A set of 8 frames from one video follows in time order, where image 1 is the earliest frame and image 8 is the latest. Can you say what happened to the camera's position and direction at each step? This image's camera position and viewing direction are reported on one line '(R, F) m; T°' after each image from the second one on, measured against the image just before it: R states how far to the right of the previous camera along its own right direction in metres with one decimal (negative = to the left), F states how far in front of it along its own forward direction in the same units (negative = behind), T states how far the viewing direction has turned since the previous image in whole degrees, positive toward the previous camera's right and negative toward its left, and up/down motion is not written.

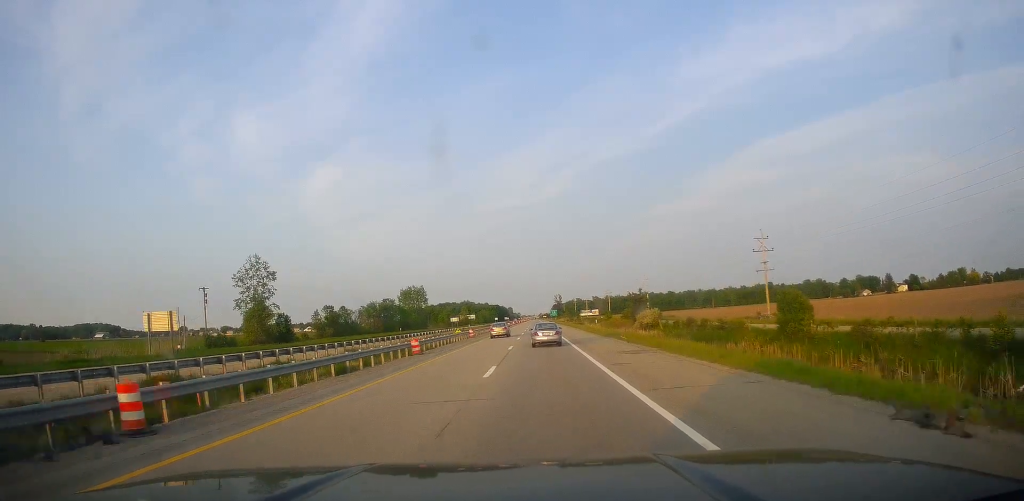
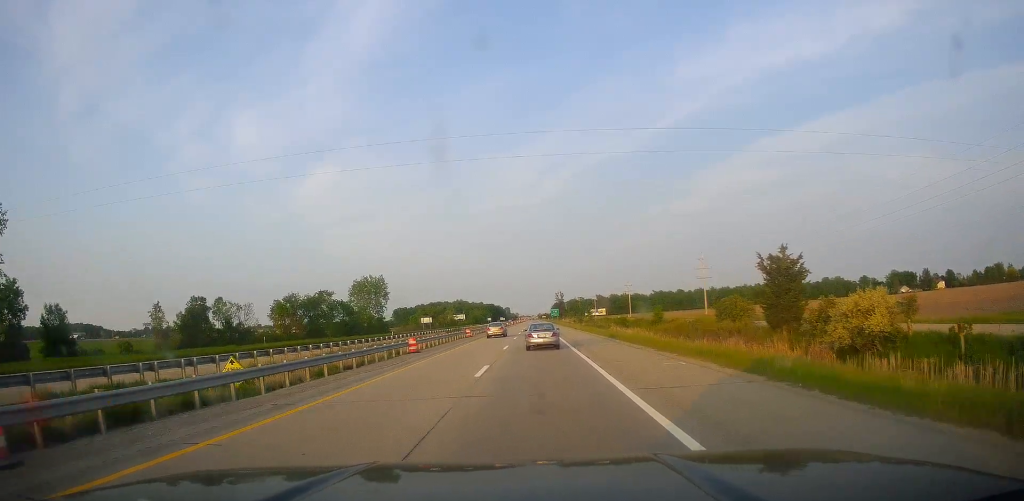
(+1.6, +60.7) m; +2°
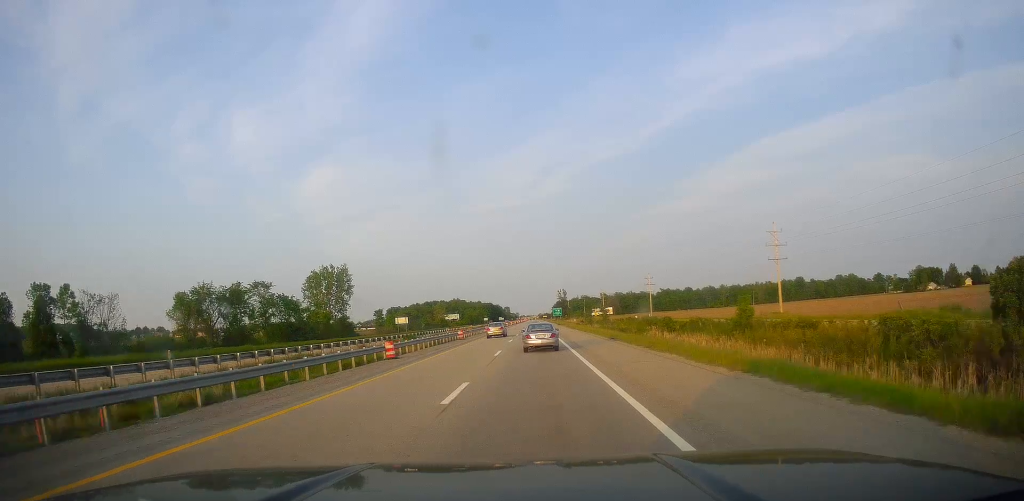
(-0.5, +35.9) m; -1°
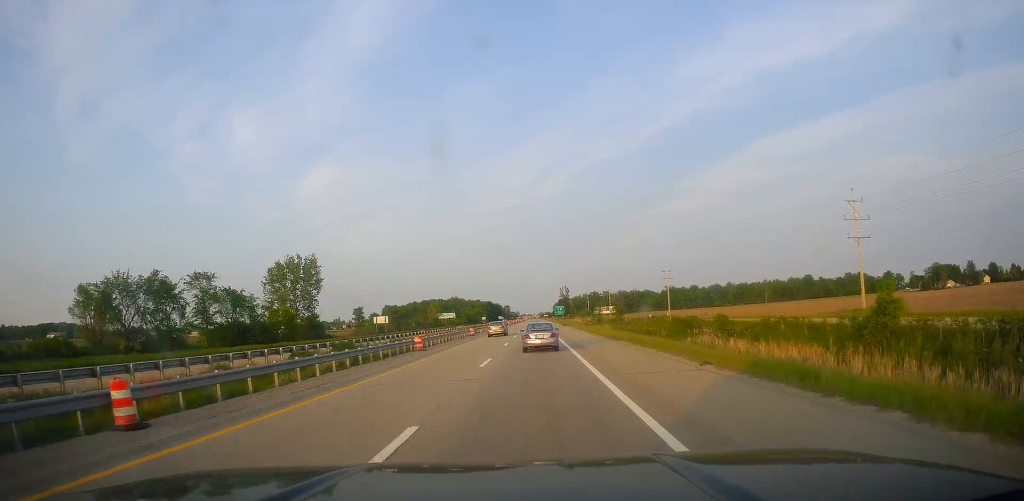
(0.0, +22.0) m; 0°
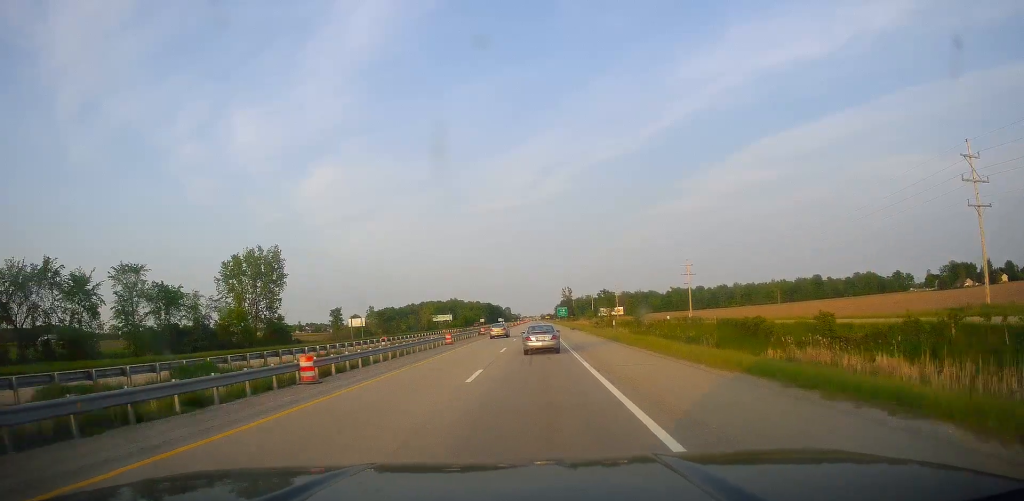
(+0.2, +19.6) m; +1°
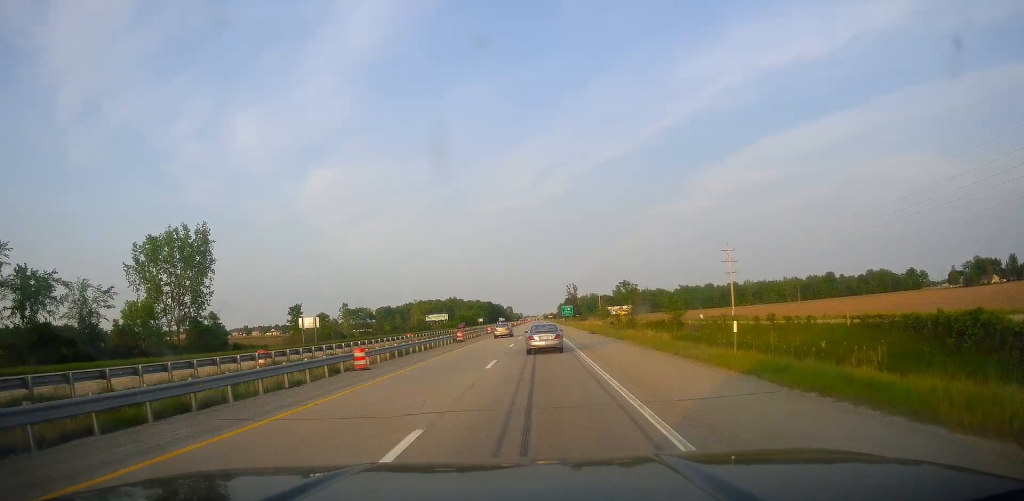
(0.0, +26.3) m; -1°
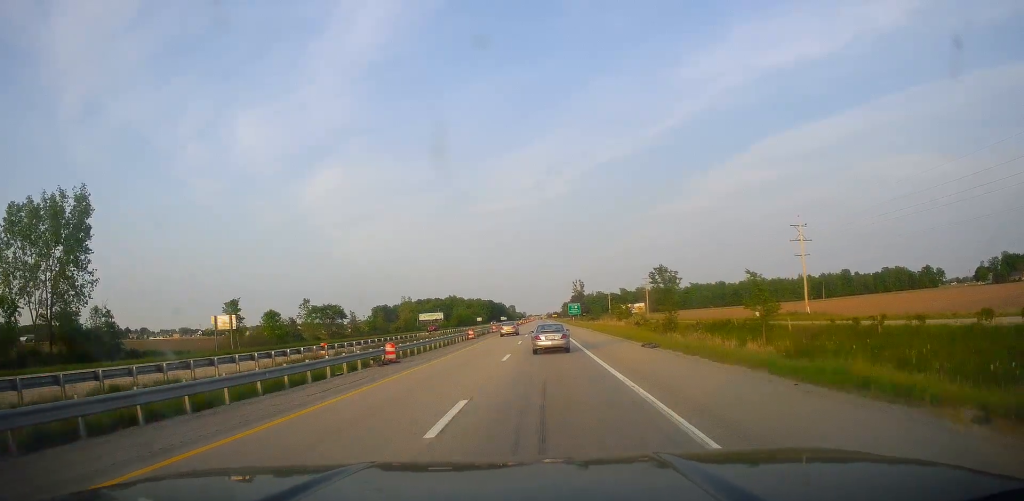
(-0.3, +27.2) m; 0°
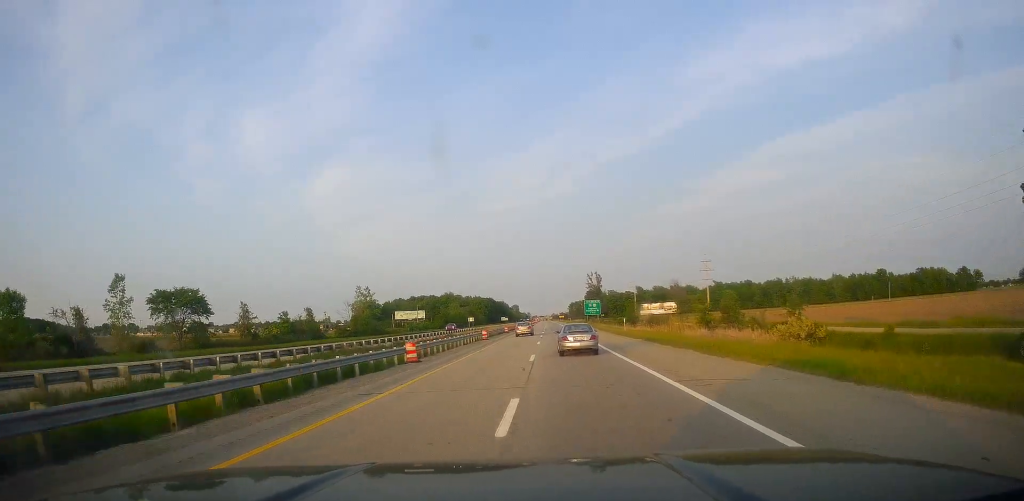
(+0.1, +60.4) m; 0°
